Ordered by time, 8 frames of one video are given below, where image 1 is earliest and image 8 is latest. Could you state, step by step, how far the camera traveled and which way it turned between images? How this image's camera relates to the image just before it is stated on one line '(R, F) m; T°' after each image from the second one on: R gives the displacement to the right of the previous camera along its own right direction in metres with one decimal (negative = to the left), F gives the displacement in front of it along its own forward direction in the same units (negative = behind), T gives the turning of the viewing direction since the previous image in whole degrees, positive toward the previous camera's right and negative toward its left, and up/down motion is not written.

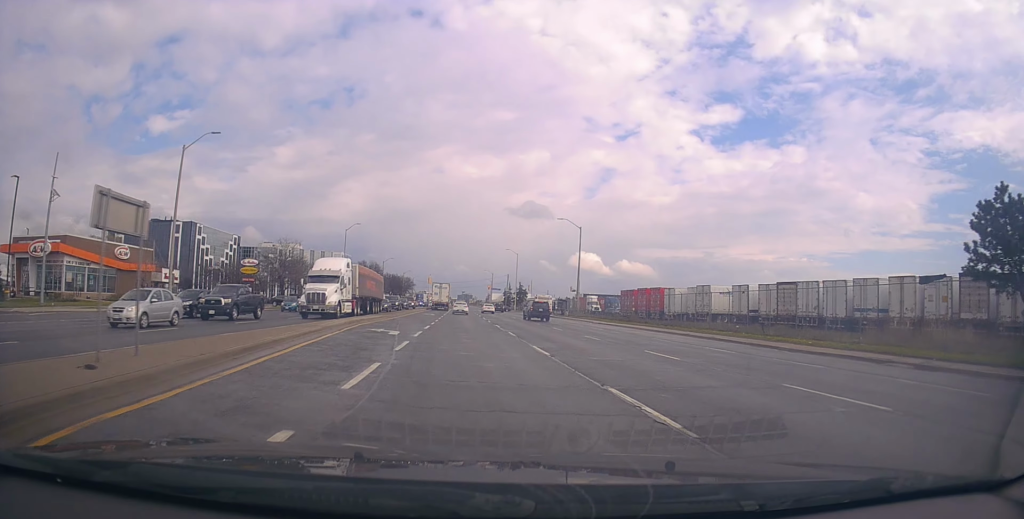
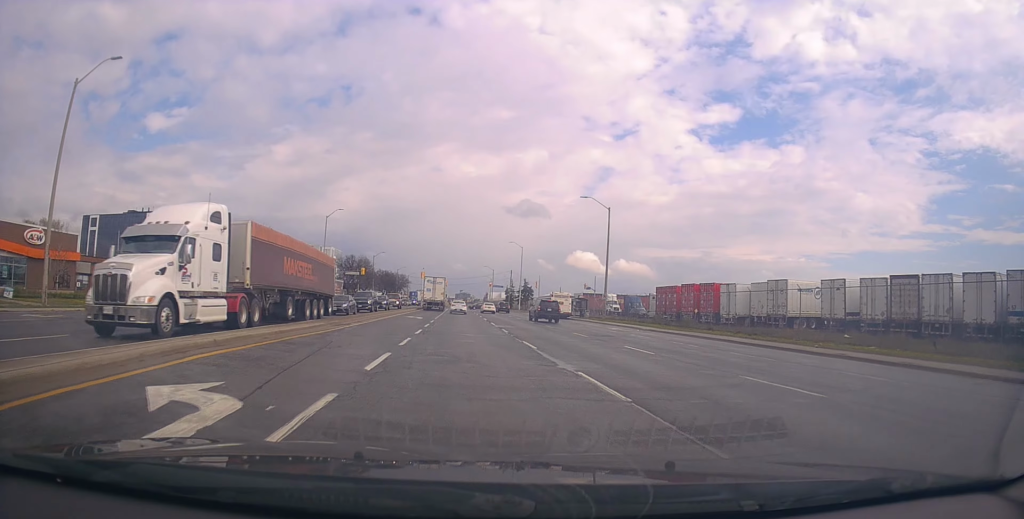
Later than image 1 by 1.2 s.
(0.0, +16.1) m; -1°
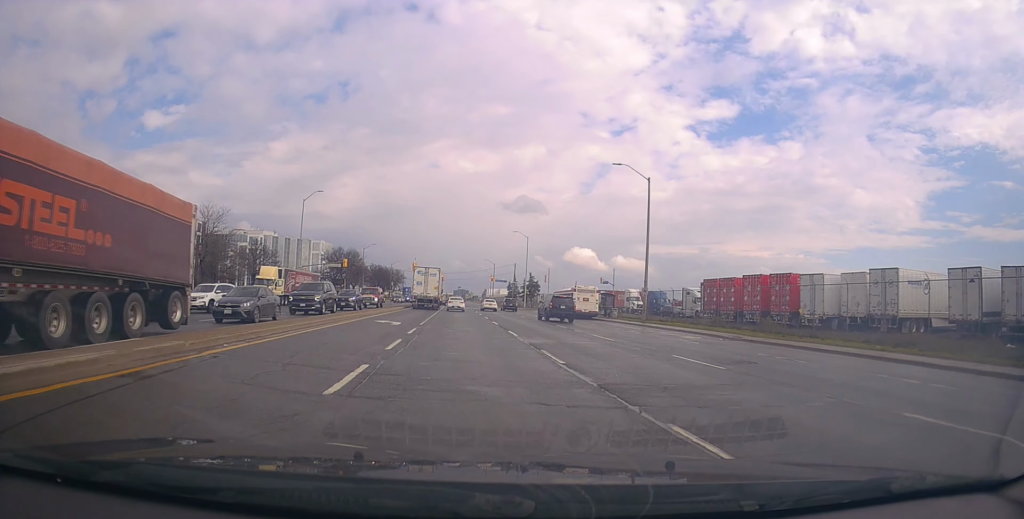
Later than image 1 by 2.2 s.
(-0.1, +13.8) m; 0°
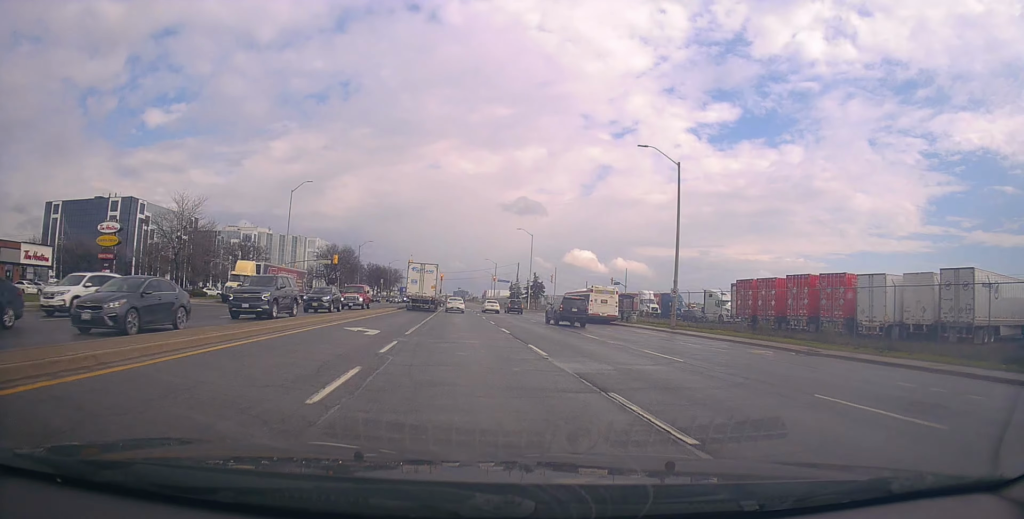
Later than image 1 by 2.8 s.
(+0.5, +6.8) m; 0°
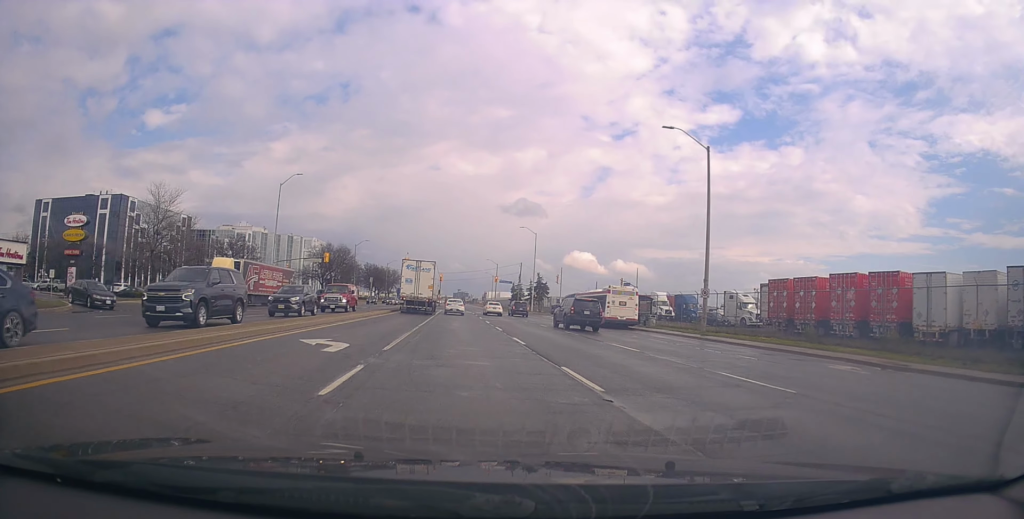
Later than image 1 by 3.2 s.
(-0.4, +5.4) m; 0°
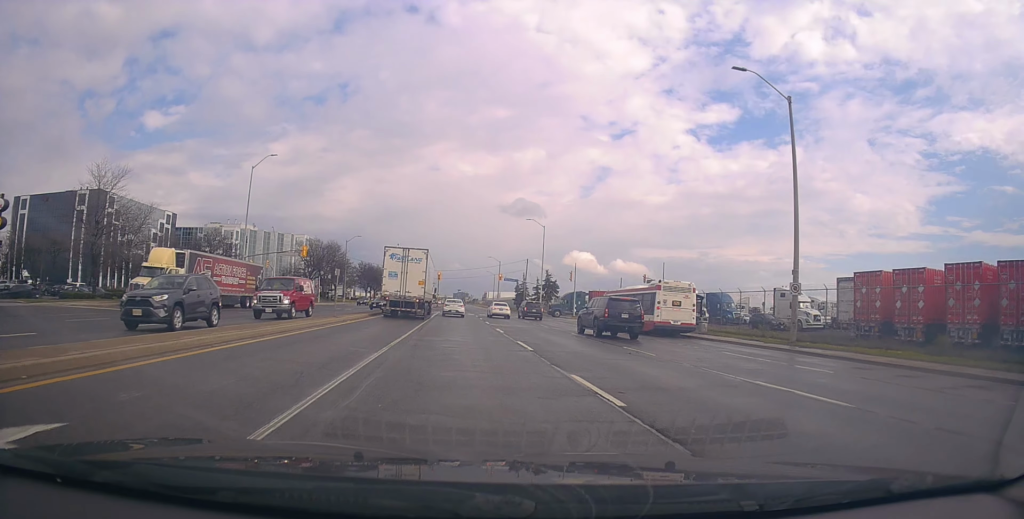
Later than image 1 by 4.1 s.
(-0.4, +10.4) m; 0°
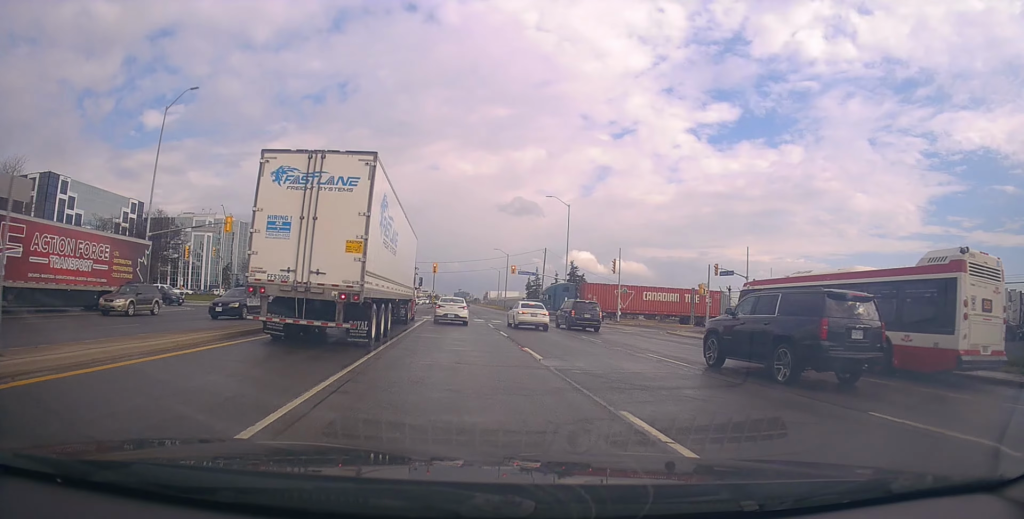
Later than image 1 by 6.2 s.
(+0.3, +21.5) m; +1°
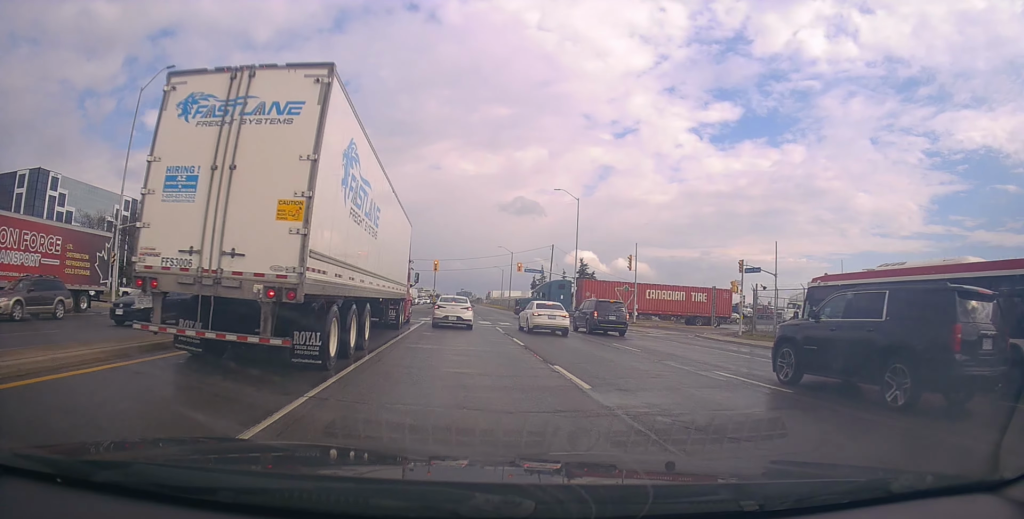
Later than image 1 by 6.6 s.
(+0.3, +4.4) m; 0°
